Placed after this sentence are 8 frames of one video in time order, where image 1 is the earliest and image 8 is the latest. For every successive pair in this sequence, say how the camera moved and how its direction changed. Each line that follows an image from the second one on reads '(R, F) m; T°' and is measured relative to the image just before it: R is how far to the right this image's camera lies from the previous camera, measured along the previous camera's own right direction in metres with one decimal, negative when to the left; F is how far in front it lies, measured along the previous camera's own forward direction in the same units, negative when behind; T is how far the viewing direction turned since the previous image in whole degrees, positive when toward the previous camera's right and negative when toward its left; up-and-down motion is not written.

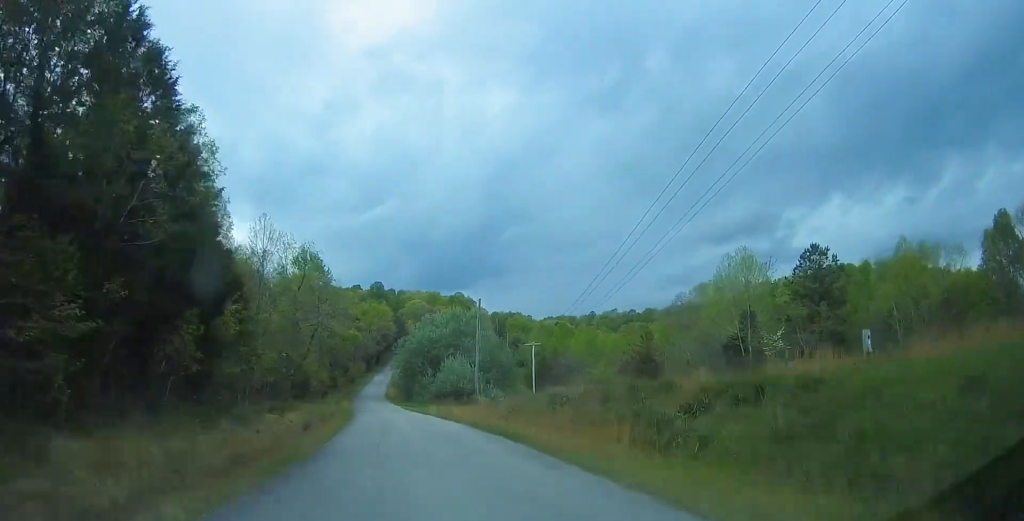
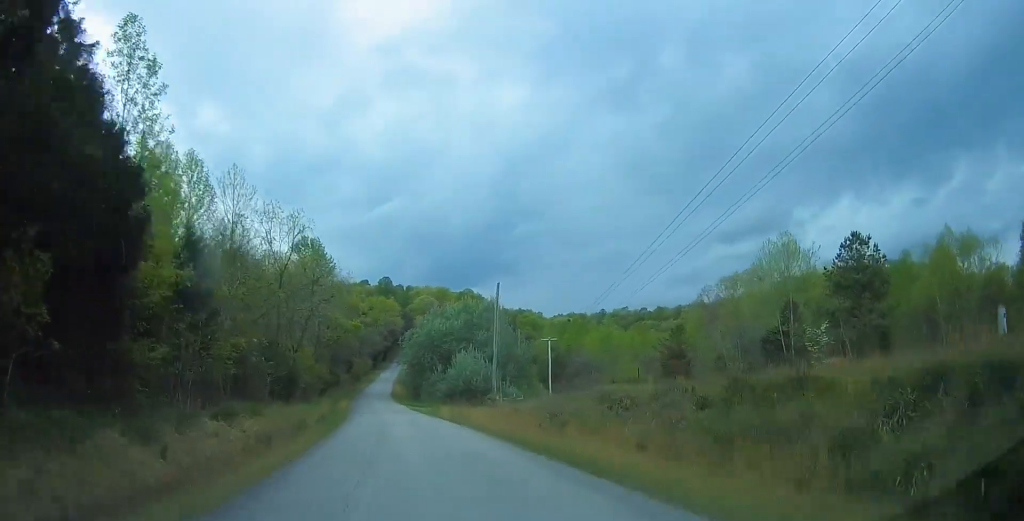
(0.0, +7.1) m; -1°
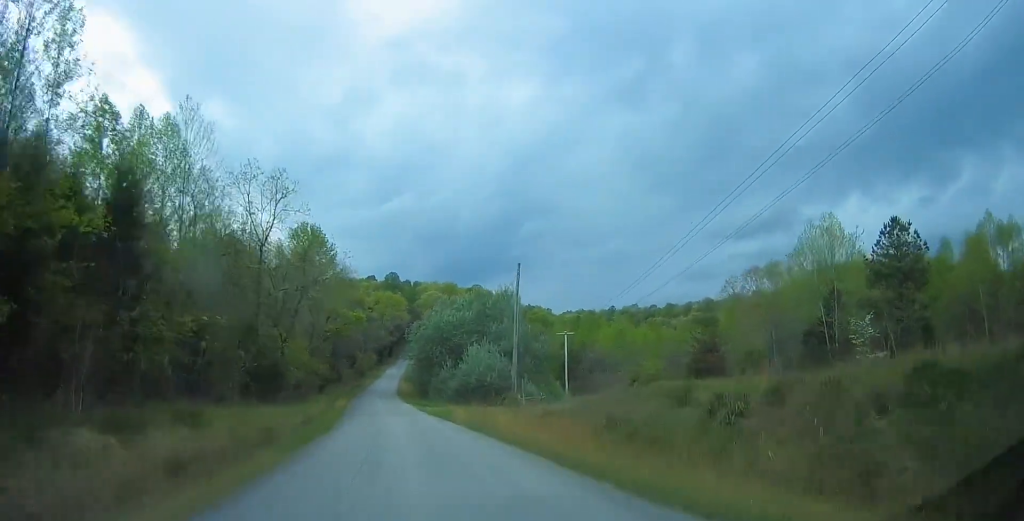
(-0.1, +6.5) m; -2°
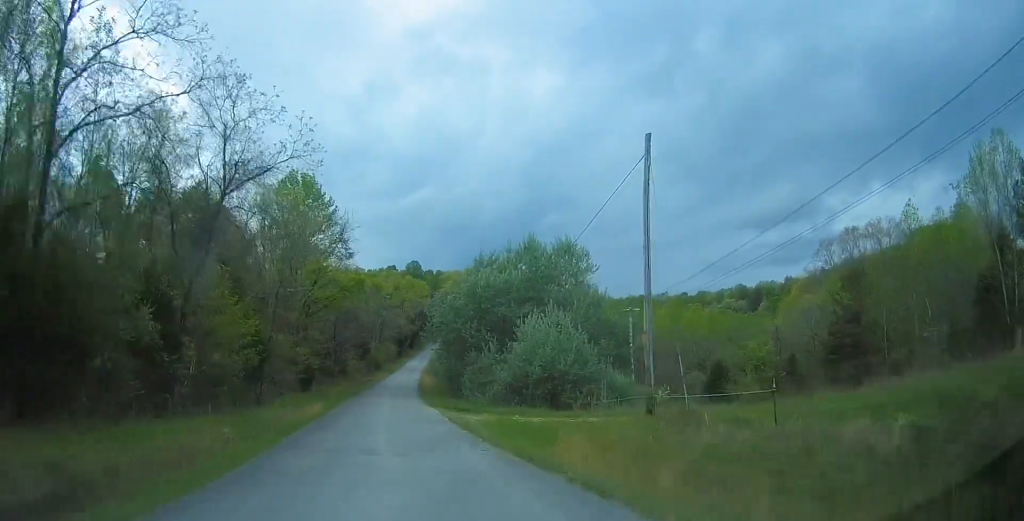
(-1.1, +21.0) m; -2°
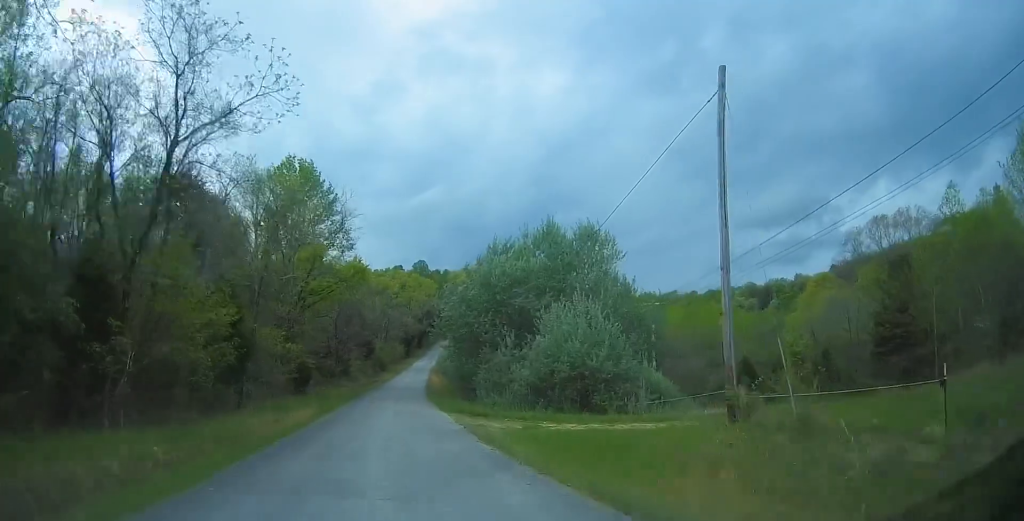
(+0.2, +5.0) m; +1°
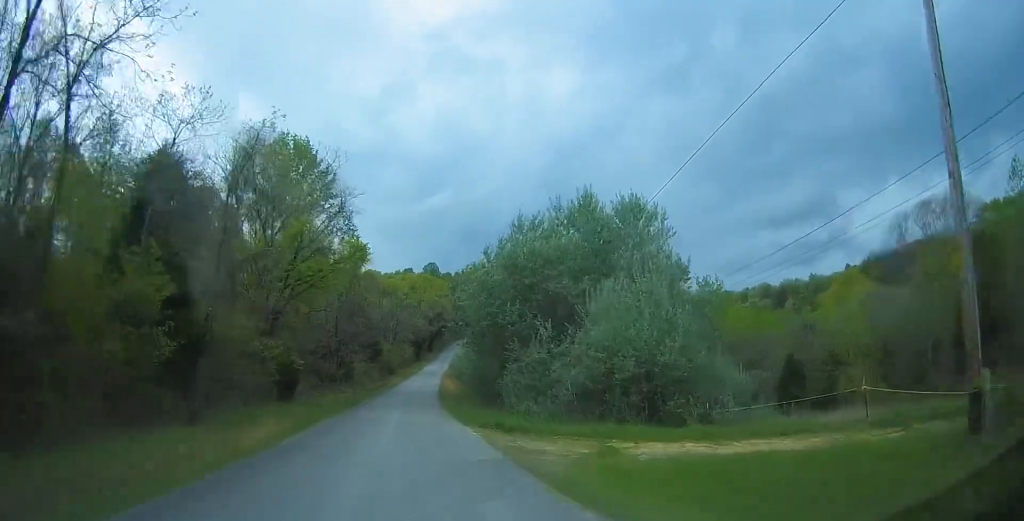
(+0.1, +7.7) m; 0°
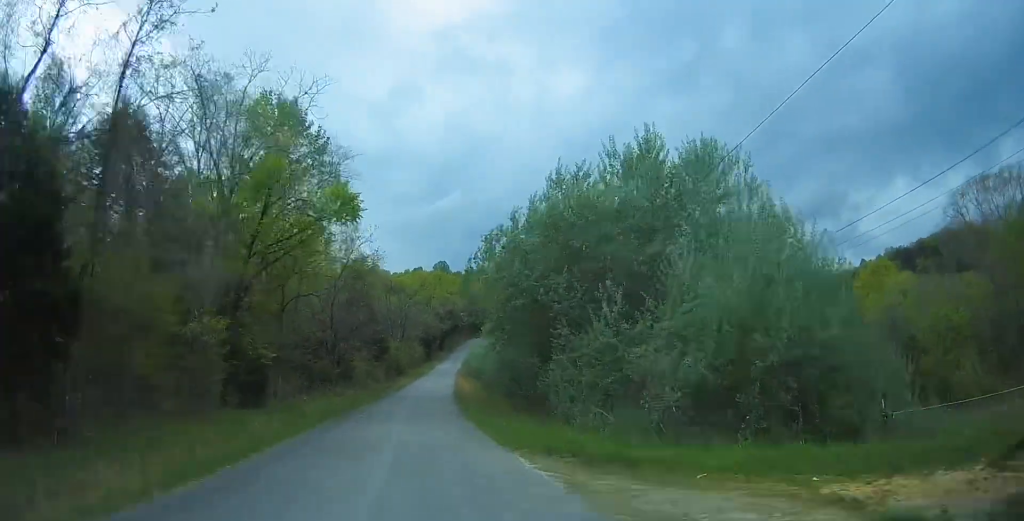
(-0.1, +9.1) m; -2°
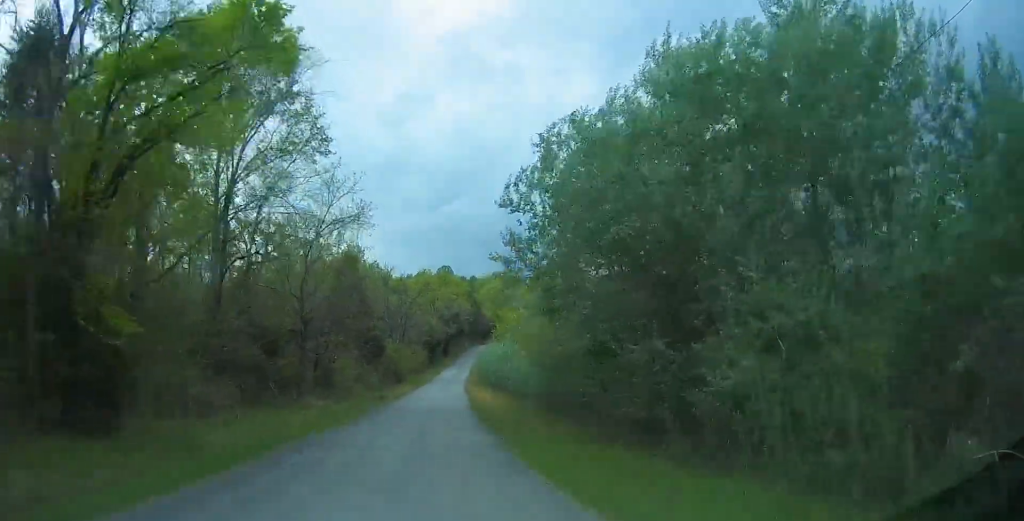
(-0.3, +13.7) m; 0°
